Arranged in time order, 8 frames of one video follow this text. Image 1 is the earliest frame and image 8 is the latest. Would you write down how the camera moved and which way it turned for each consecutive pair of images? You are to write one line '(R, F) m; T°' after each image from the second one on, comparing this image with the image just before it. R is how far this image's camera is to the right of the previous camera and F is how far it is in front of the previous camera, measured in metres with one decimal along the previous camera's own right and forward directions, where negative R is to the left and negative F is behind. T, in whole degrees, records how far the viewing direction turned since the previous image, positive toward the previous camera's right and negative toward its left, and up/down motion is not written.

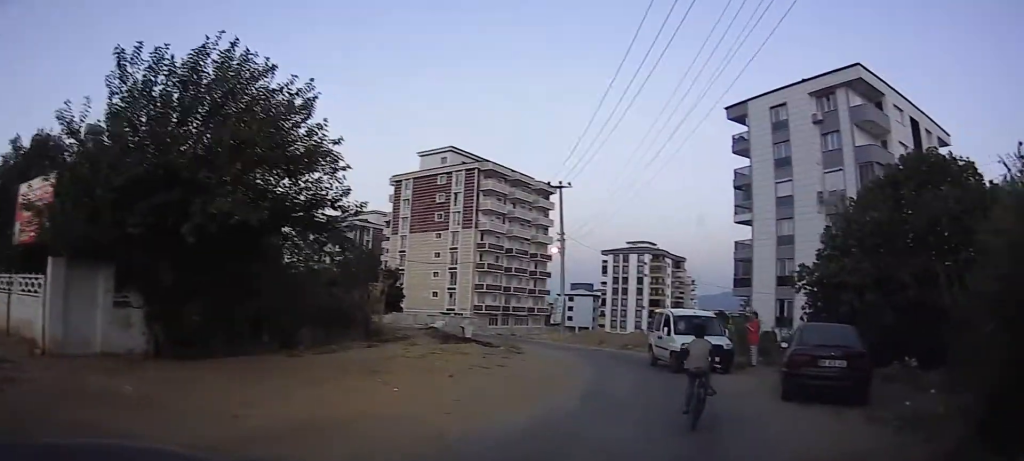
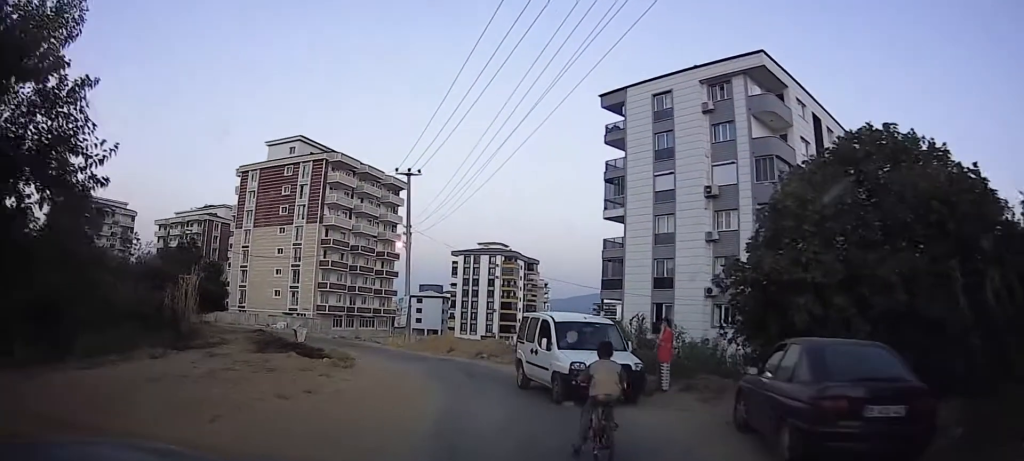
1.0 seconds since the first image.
(+0.4, +4.3) m; +9°
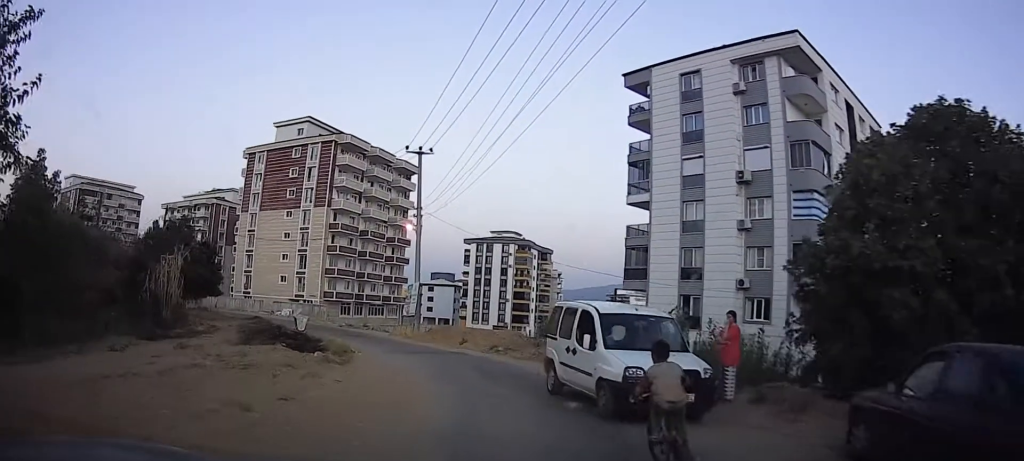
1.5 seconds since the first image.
(+0.2, +2.4) m; +4°
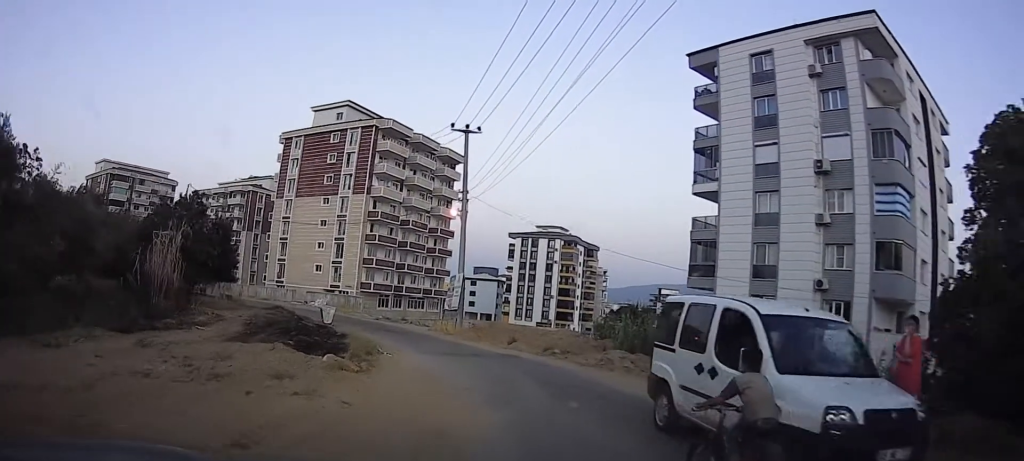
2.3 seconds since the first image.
(0.0, +3.4) m; +1°
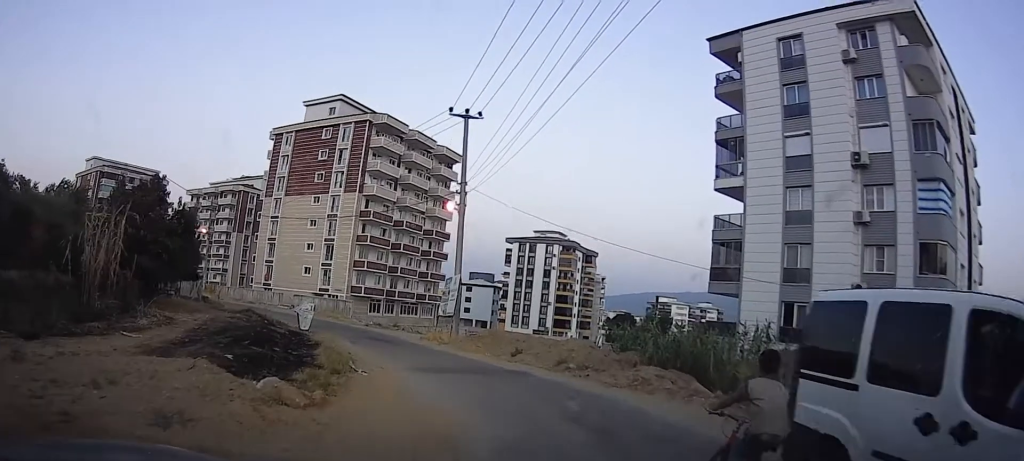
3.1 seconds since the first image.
(0.0, +3.4) m; +1°
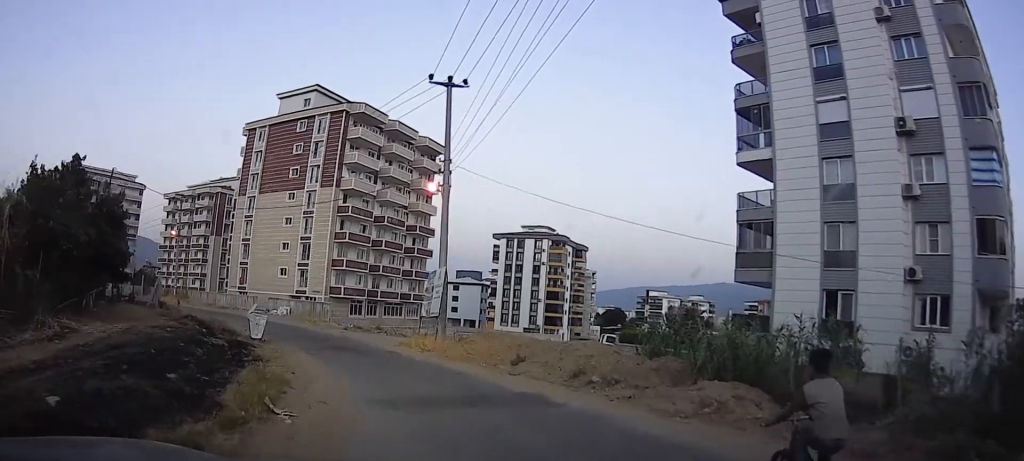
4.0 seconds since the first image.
(+0.1, +4.3) m; +4°
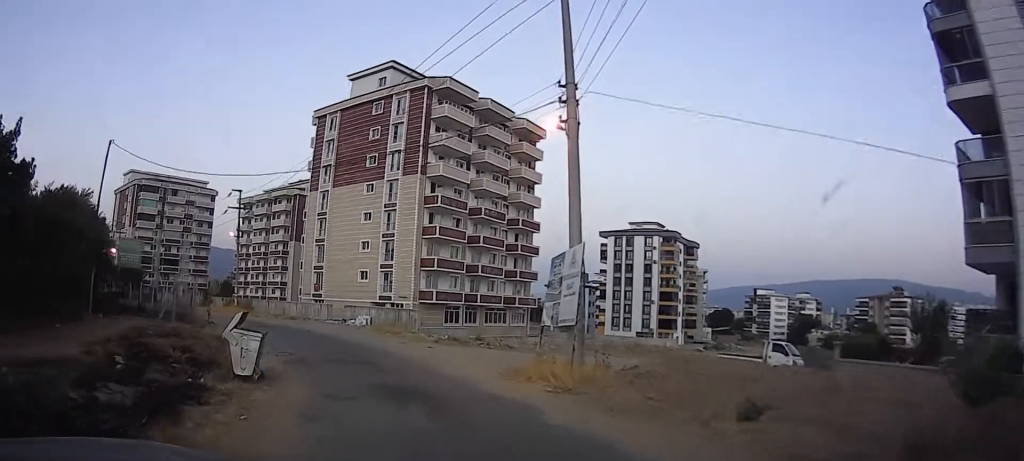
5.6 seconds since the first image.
(+0.6, +7.4) m; +6°
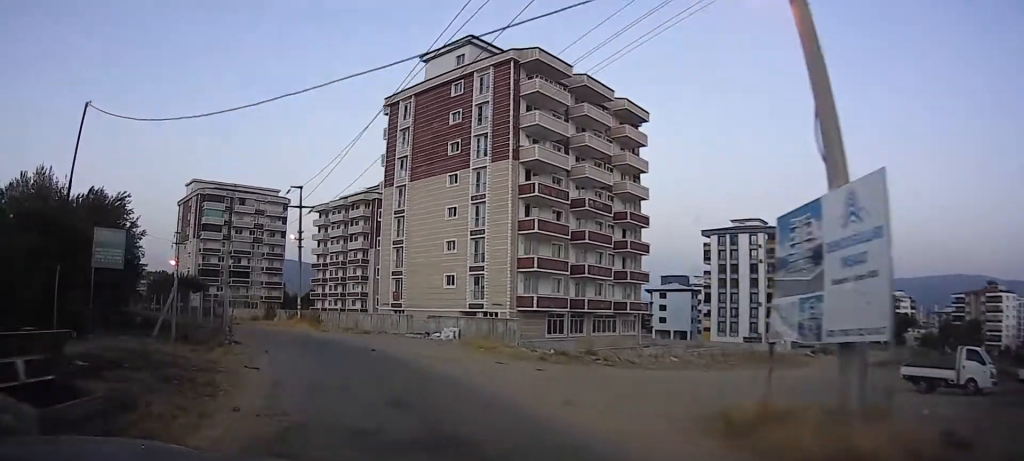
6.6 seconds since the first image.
(-0.2, +6.2) m; -18°
